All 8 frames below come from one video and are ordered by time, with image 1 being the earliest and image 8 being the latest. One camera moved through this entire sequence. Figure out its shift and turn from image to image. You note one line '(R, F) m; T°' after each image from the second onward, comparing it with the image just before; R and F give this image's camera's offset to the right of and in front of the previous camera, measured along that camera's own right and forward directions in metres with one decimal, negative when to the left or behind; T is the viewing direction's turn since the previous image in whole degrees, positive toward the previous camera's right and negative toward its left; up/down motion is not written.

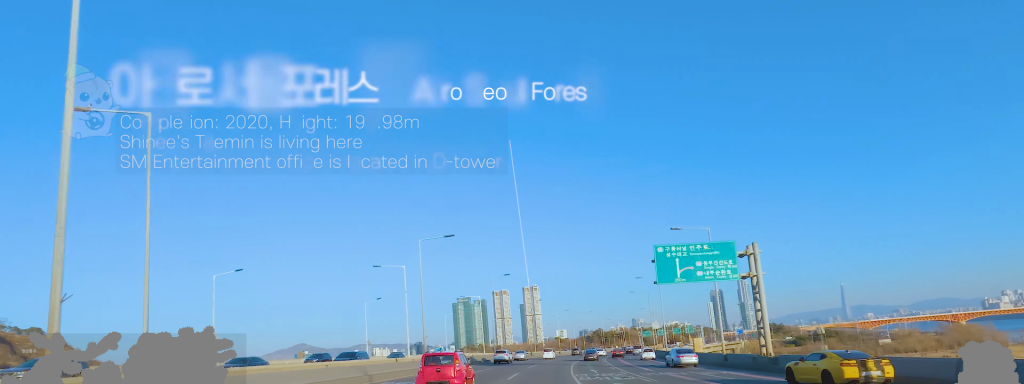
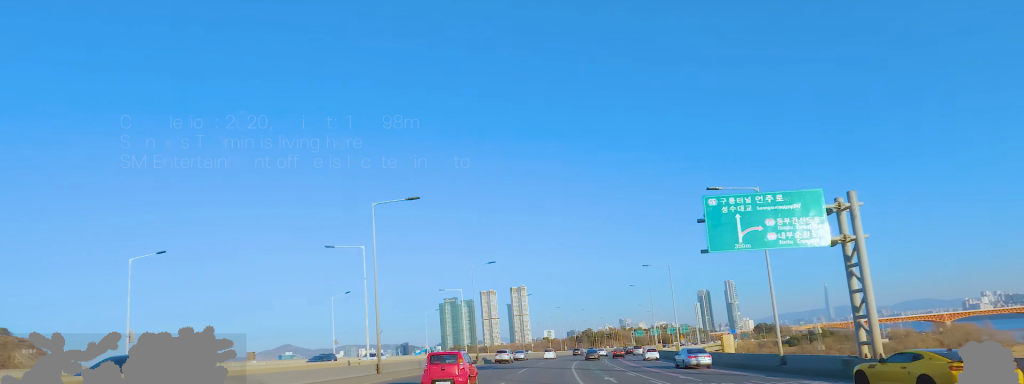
(0.0, +11.3) m; 0°
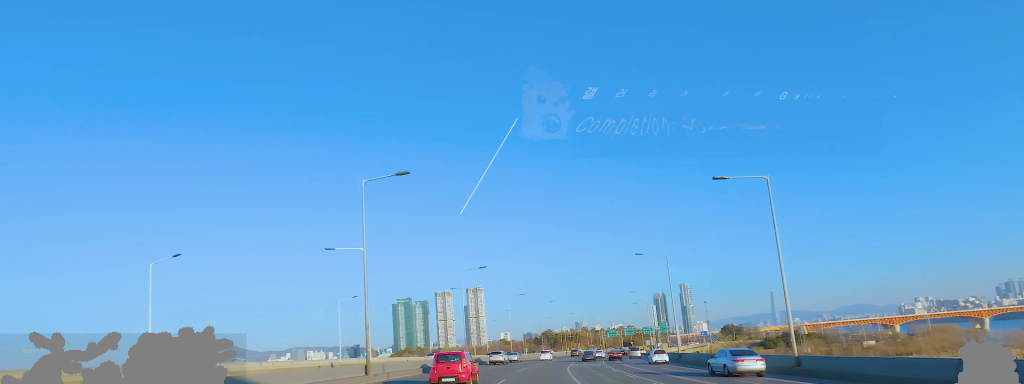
(+0.1, +34.1) m; +3°
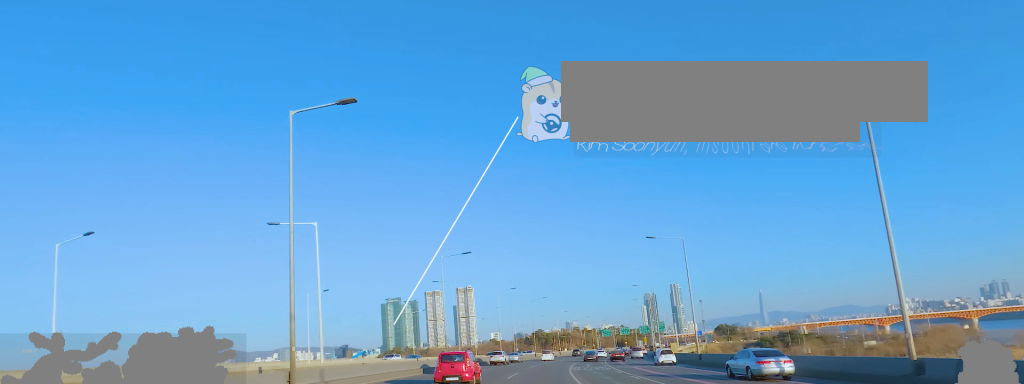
(0.0, +9.5) m; +2°
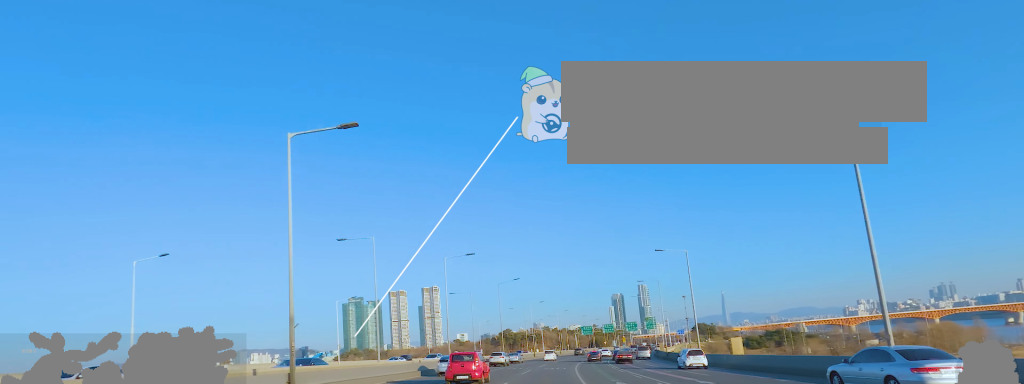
(+1.8, +30.1) m; +7°
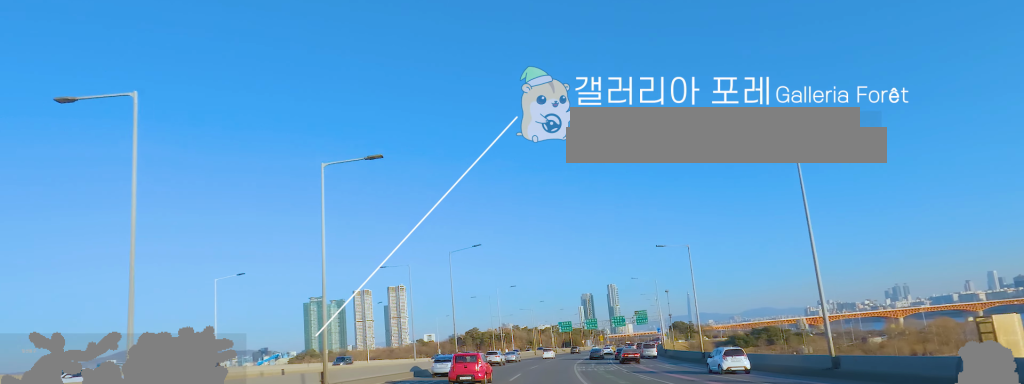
(+1.6, +25.9) m; +2°
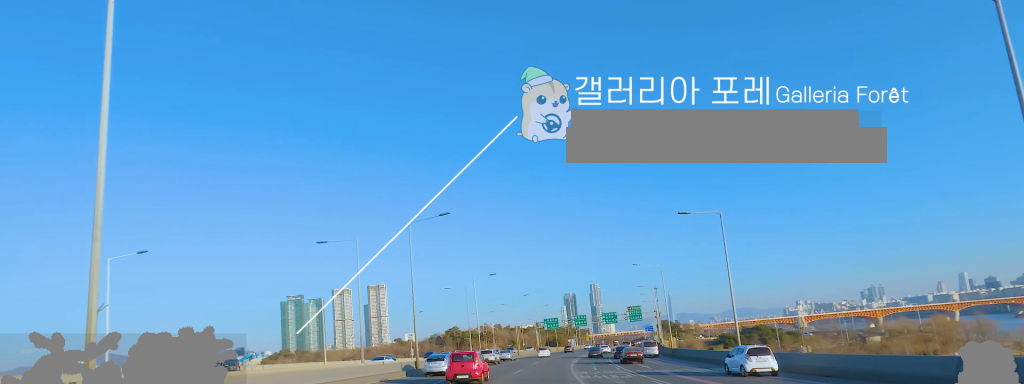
(-0.6, +12.3) m; 0°
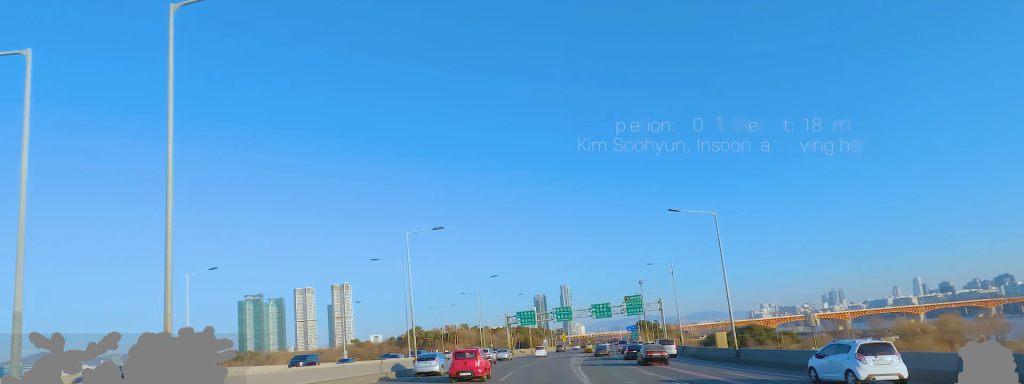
(+0.5, +26.6) m; +7°
